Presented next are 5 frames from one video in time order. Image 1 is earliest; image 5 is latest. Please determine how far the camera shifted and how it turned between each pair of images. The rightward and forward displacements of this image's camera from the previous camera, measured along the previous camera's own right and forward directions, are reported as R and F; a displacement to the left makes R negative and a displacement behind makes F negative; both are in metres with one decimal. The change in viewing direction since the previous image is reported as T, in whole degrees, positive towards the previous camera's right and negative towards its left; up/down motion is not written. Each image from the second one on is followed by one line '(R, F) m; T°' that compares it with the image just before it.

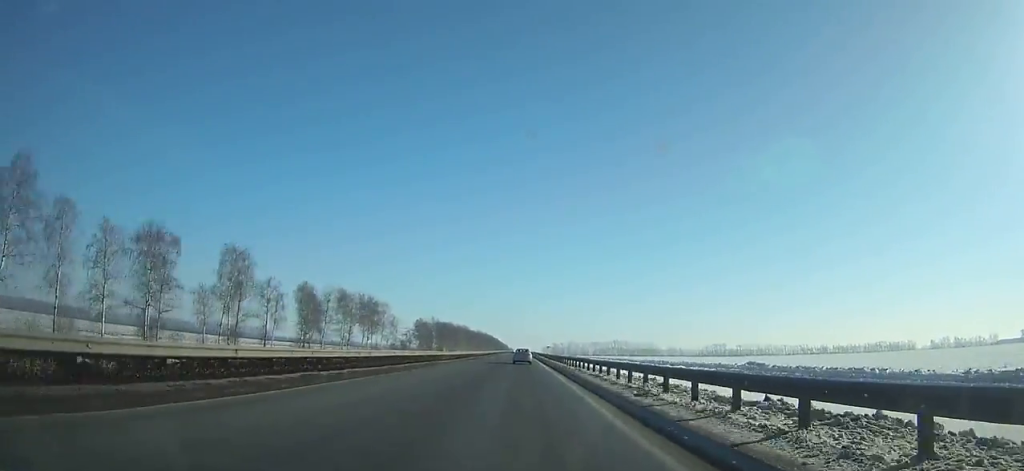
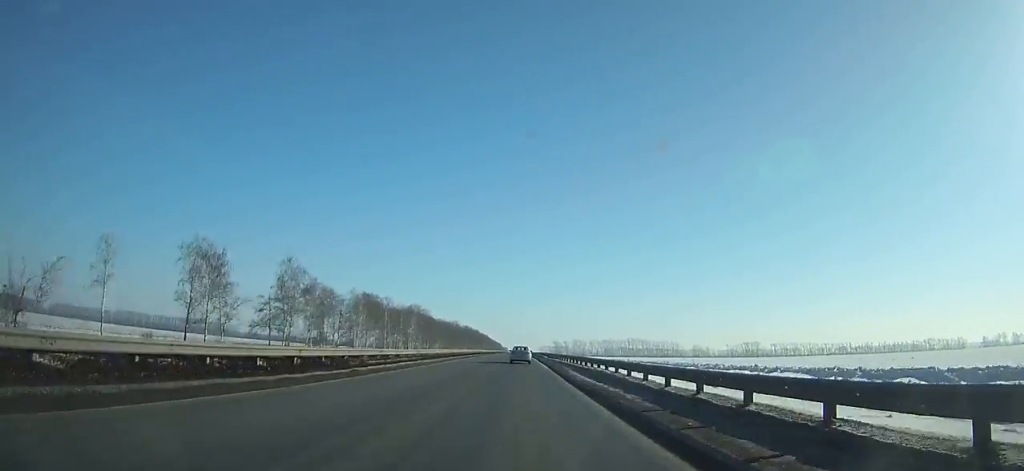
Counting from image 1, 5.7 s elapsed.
(+0.3, +137.4) m; 0°
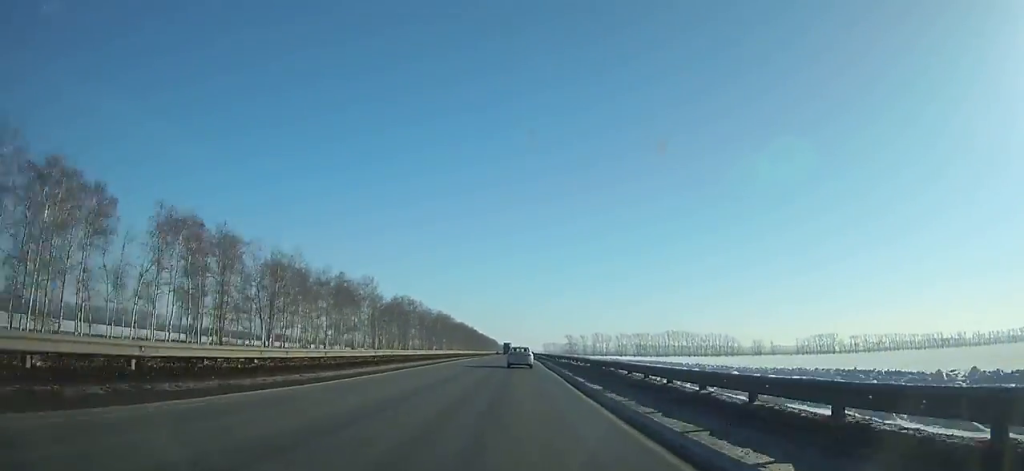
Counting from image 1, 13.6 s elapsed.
(+0.1, +188.4) m; 0°
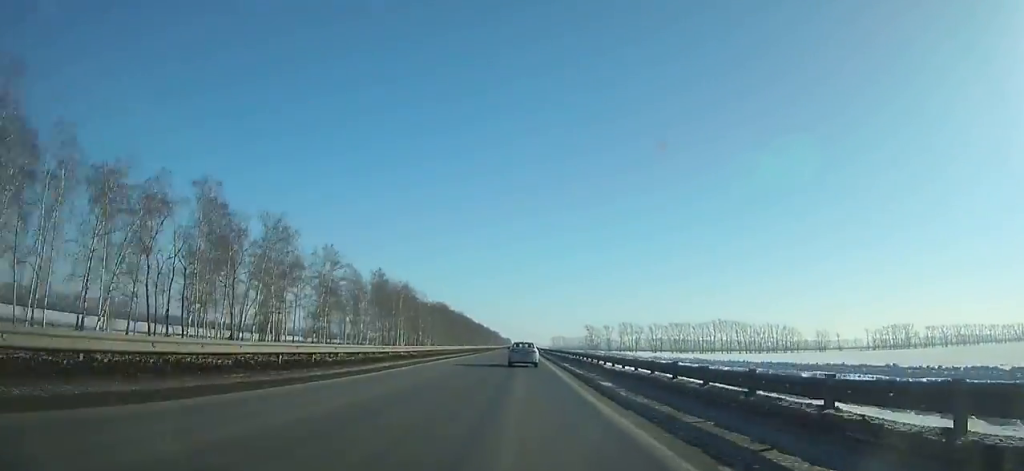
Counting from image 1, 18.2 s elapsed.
(-0.7, +109.4) m; 0°
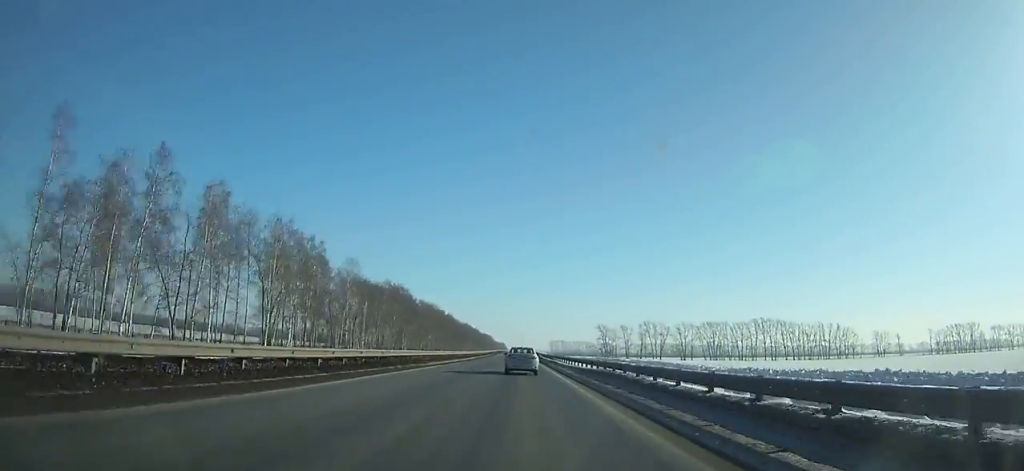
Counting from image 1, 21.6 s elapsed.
(+0.2, +80.7) m; 0°
